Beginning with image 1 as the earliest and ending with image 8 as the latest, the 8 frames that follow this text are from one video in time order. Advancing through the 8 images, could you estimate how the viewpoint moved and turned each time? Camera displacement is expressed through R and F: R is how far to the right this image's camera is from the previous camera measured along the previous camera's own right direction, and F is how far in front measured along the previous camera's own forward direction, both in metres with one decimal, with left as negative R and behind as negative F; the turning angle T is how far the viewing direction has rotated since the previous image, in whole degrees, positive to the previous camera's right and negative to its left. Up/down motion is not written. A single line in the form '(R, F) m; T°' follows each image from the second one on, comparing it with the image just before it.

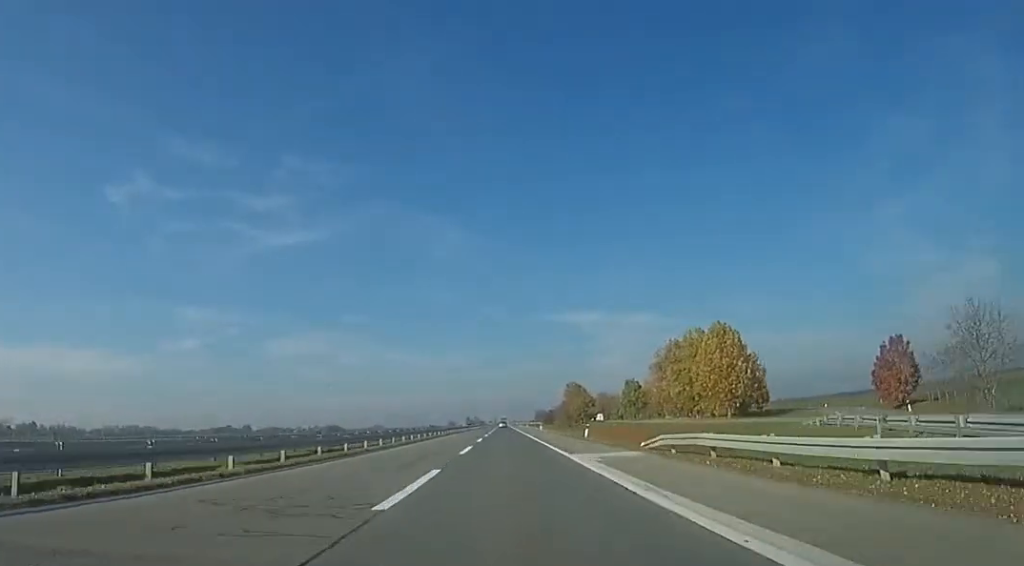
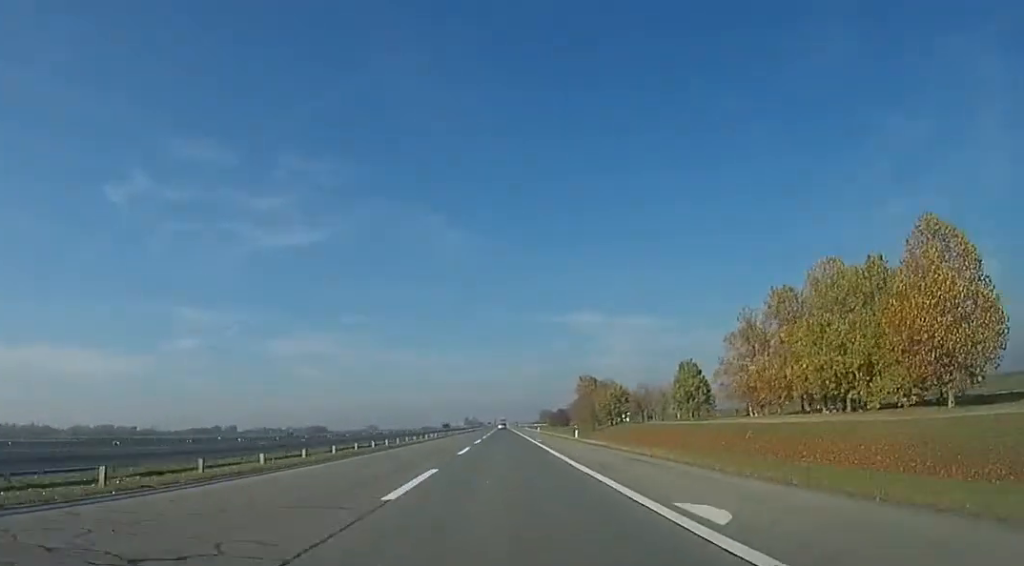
(+1.0, +45.6) m; 0°
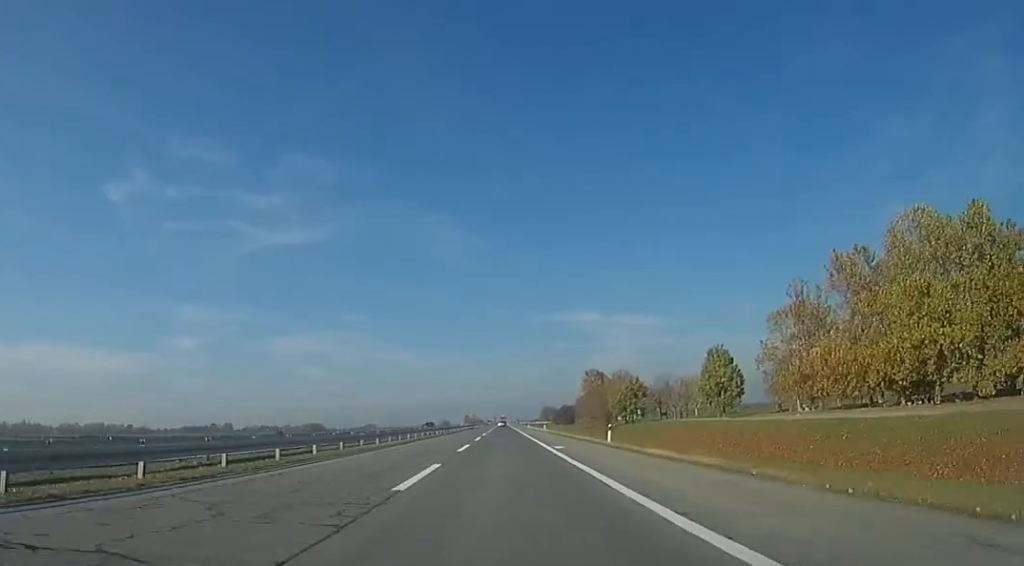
(-0.6, +14.6) m; 0°
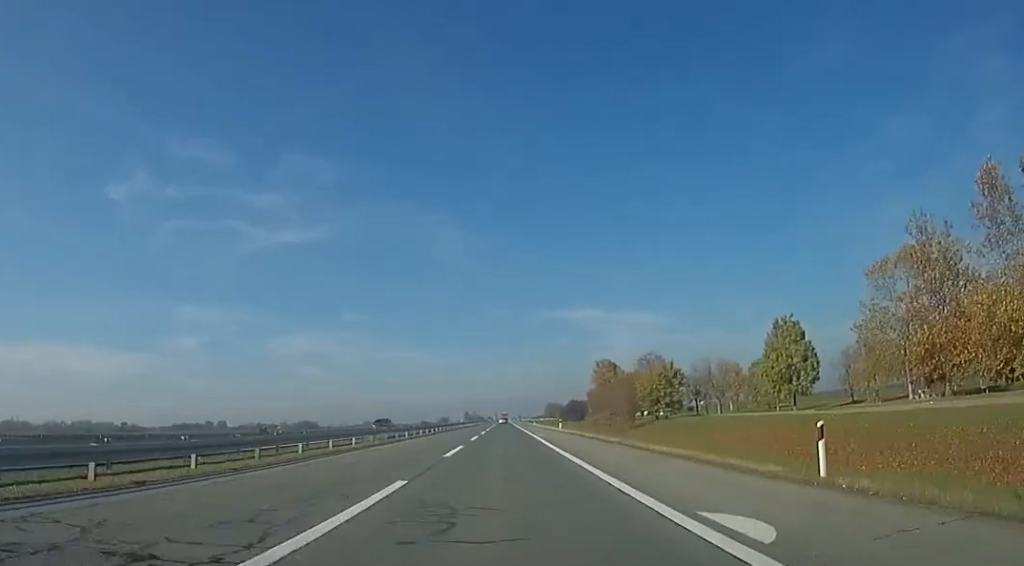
(+0.2, +21.7) m; 0°
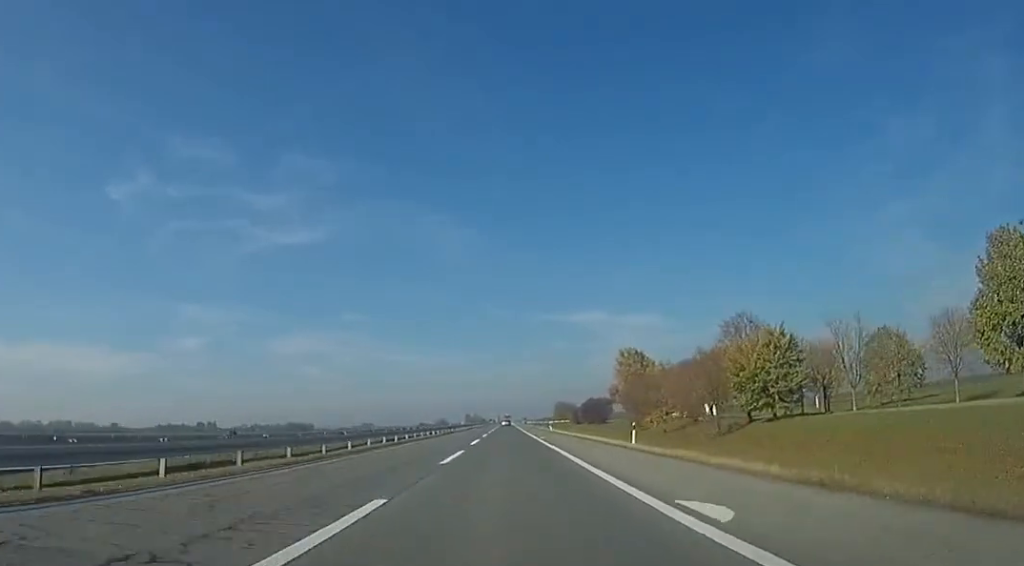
(+0.3, +33.6) m; 0°
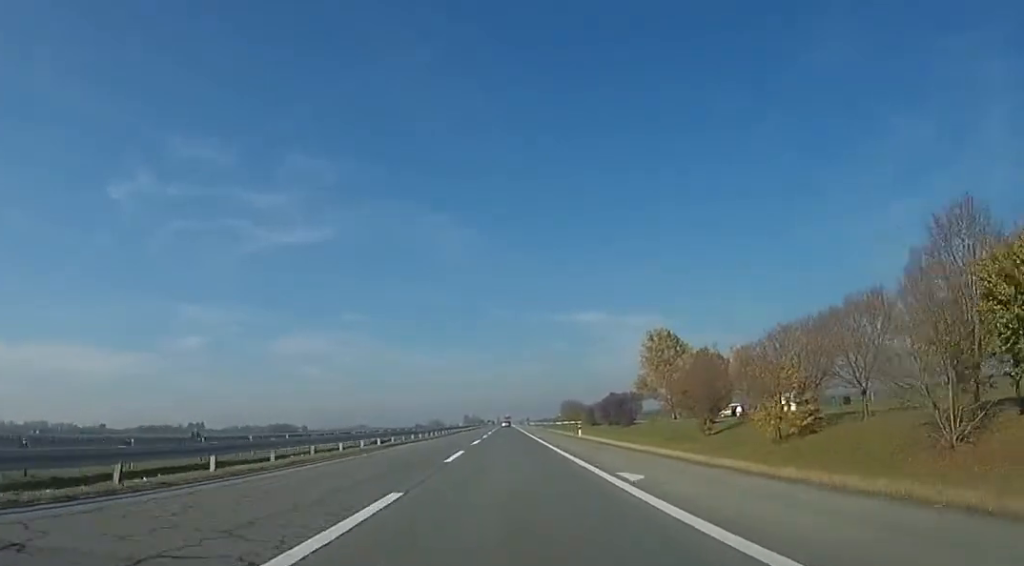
(-0.3, +29.8) m; 0°
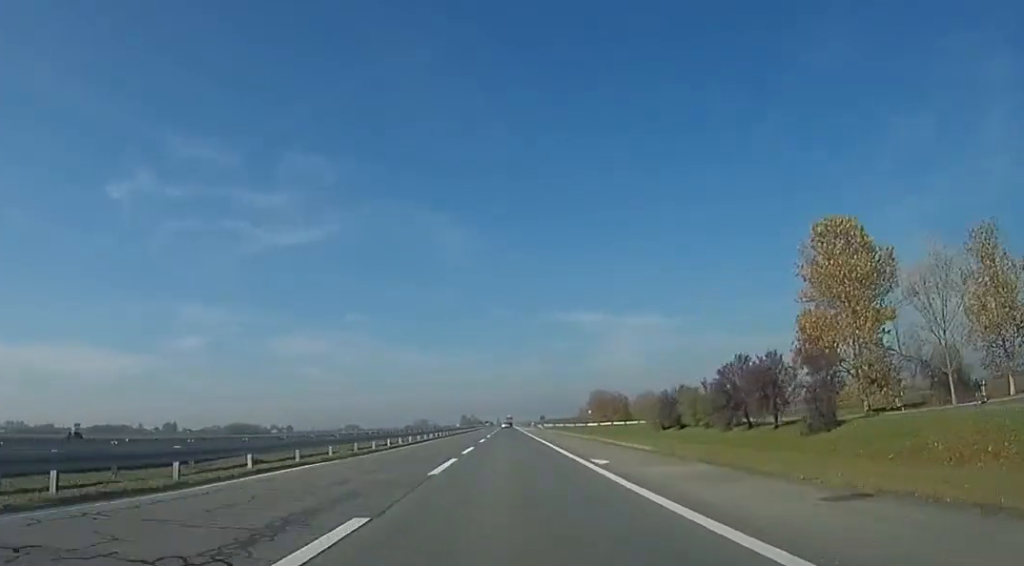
(0.0, +65.1) m; 0°
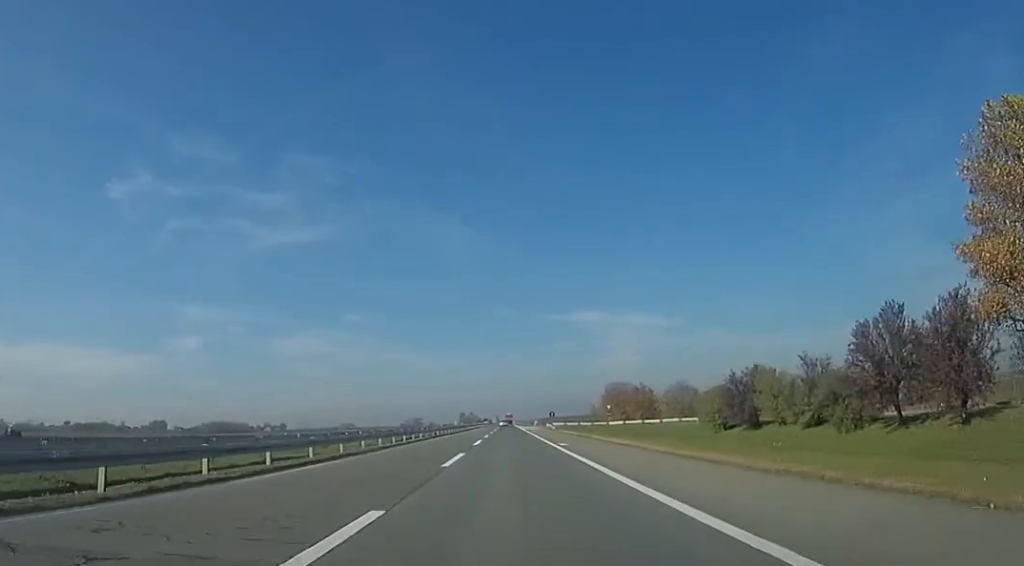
(+0.9, +22.8) m; 0°
